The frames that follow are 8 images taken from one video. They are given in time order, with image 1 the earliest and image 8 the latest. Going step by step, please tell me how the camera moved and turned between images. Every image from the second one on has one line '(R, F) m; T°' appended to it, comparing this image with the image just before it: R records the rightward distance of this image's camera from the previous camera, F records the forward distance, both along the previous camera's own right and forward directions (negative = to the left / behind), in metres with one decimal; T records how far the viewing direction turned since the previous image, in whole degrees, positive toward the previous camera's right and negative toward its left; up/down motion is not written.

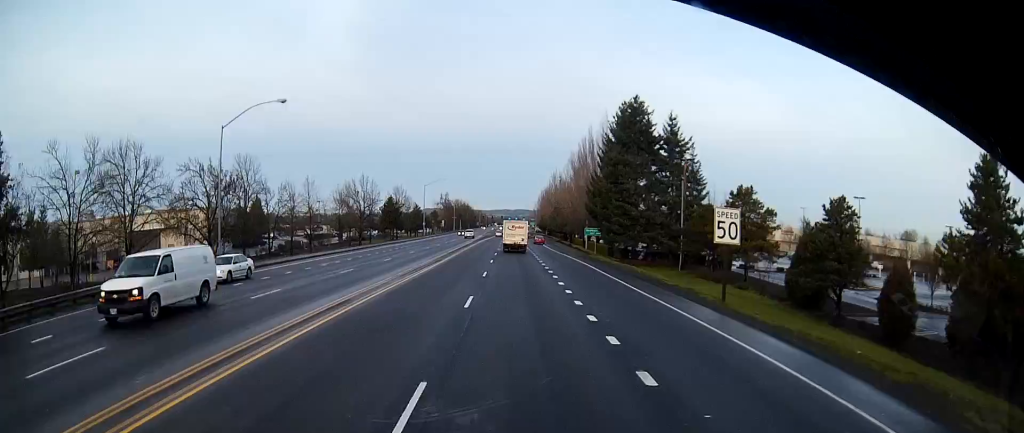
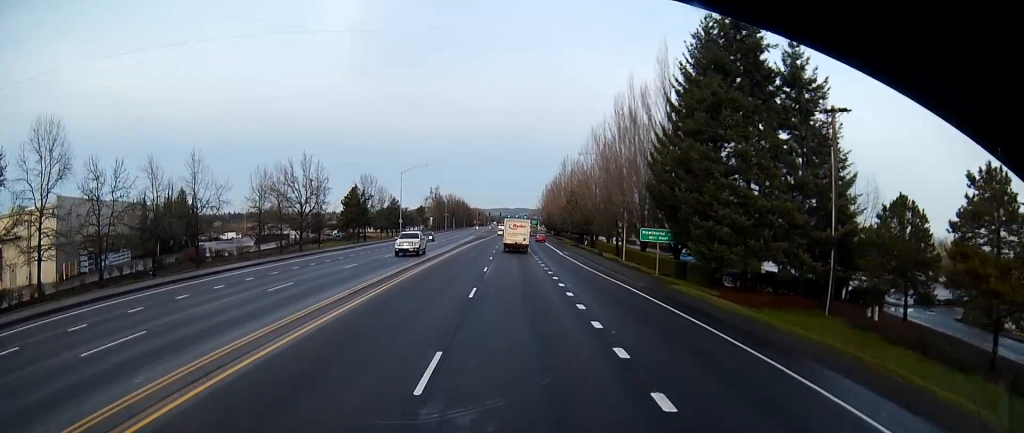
(+0.5, +35.6) m; +1°
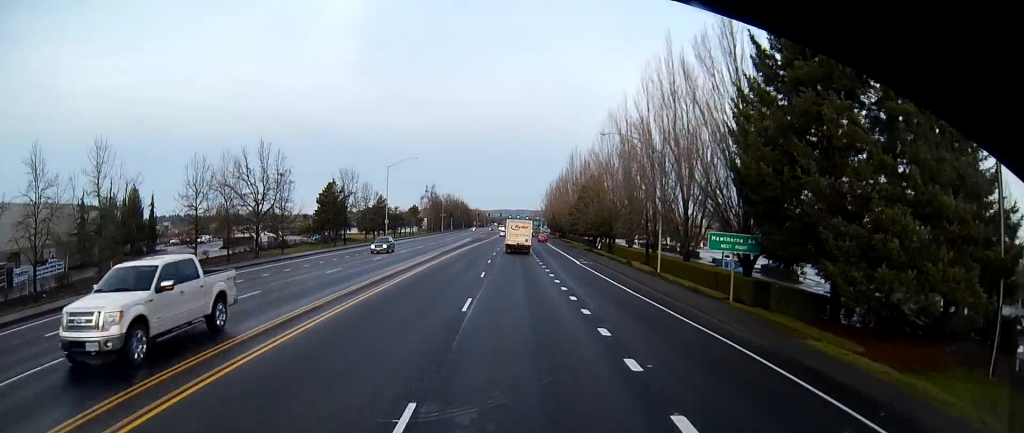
(-0.3, +16.0) m; 0°
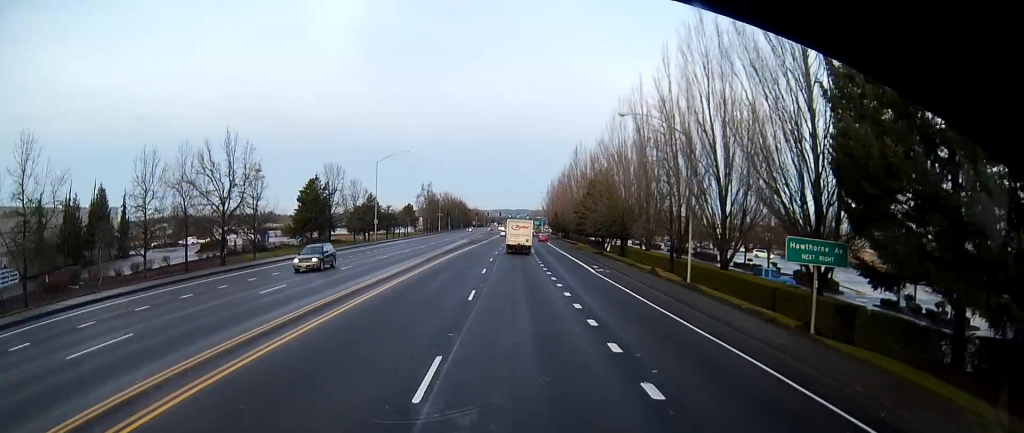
(+0.4, +8.9) m; 0°
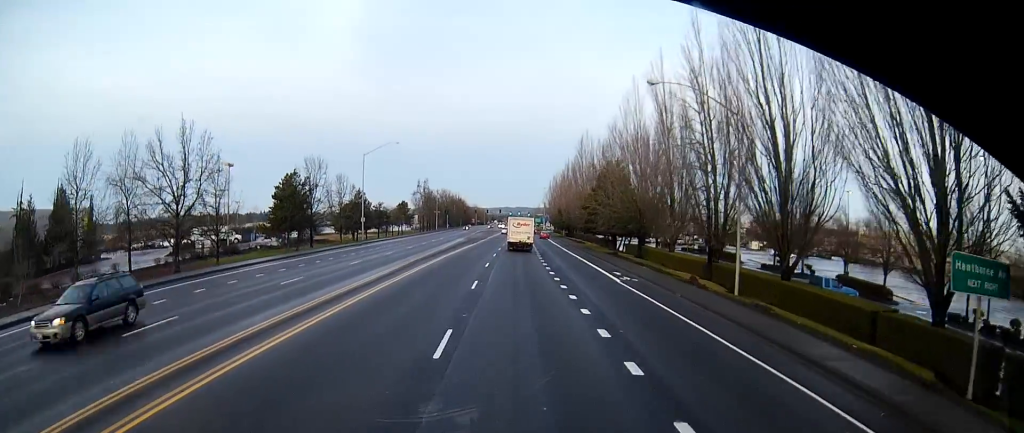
(0.0, +9.5) m; 0°
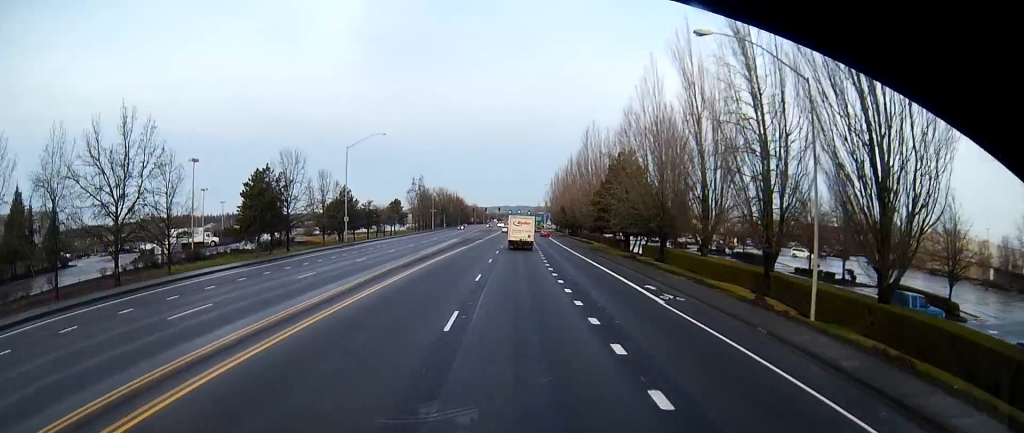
(-0.2, +9.5) m; -1°
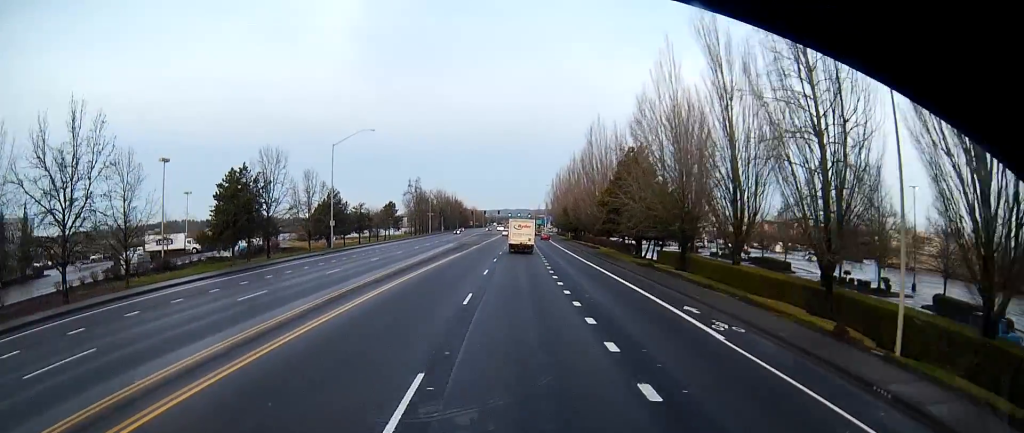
(0.0, +6.7) m; 0°
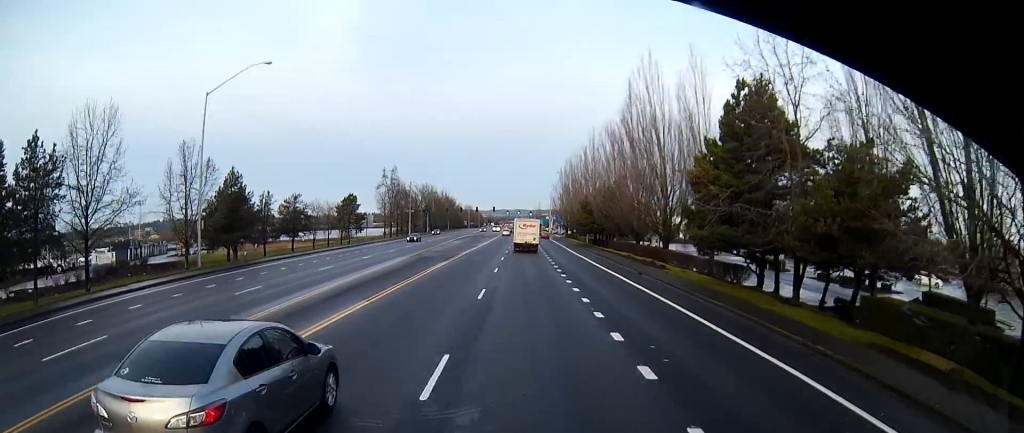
(+0.4, +35.4) m; +1°
